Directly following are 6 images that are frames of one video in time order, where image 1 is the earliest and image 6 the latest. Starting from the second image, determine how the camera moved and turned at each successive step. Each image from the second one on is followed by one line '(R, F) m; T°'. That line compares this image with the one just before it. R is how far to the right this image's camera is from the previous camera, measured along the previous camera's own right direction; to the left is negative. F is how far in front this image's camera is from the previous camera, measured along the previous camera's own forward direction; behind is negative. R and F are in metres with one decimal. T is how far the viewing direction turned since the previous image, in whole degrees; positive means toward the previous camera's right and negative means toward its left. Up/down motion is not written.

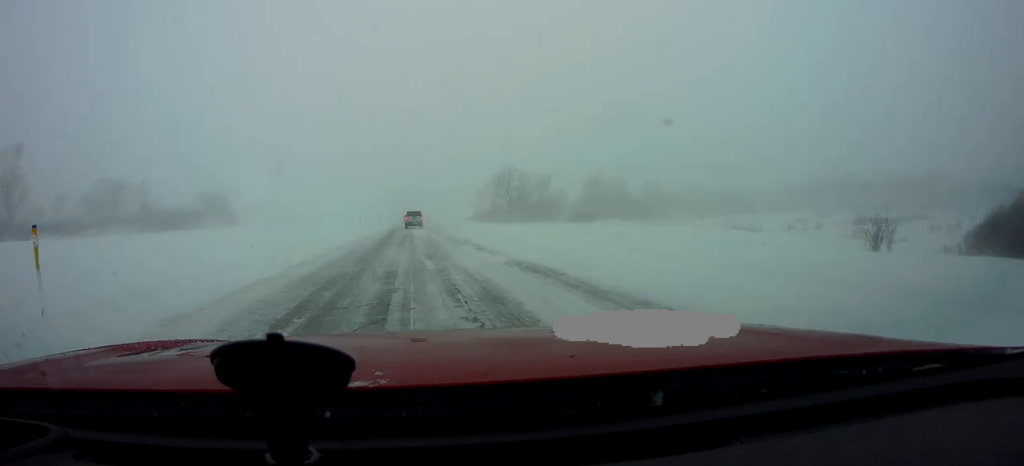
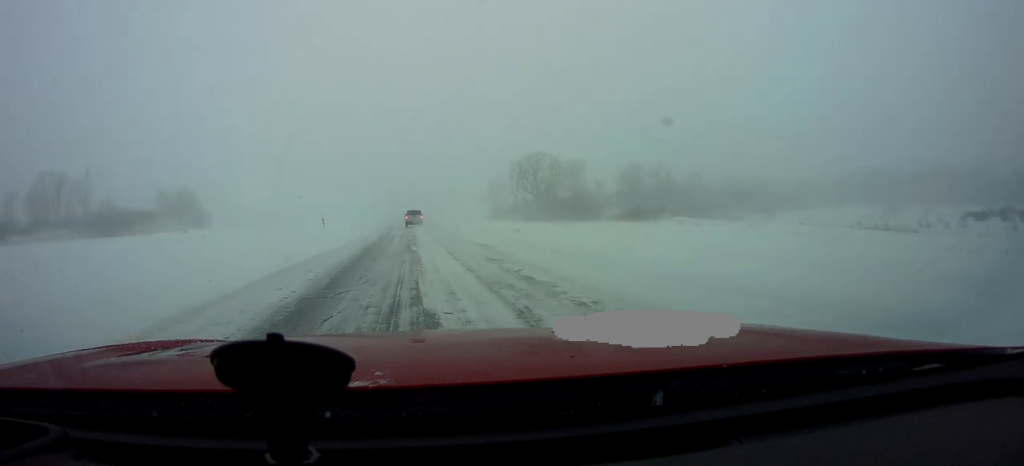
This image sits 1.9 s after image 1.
(-1.2, +29.6) m; -4°
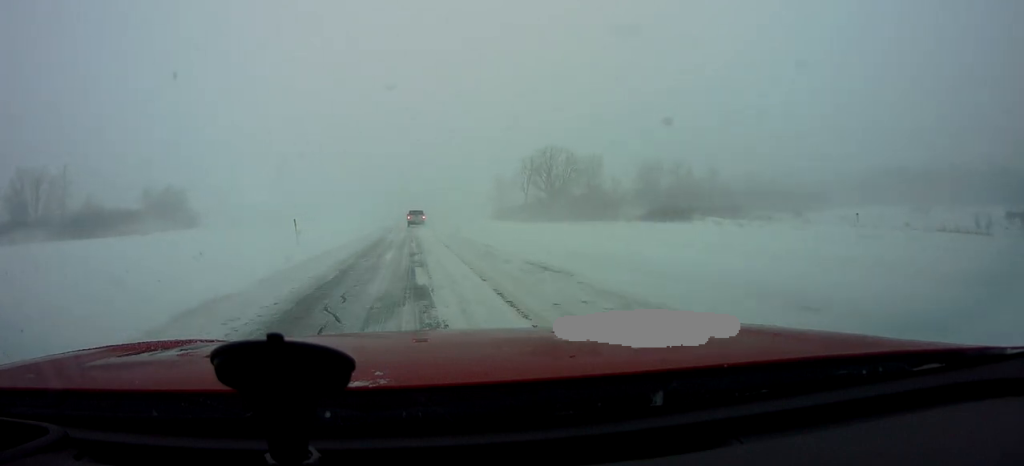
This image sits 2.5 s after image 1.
(-0.1, +10.1) m; +1°
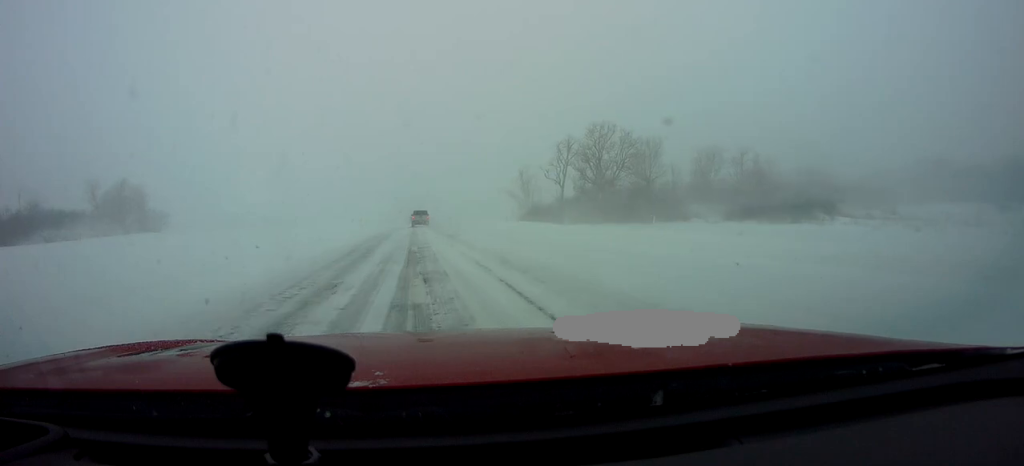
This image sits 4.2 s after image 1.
(+0.4, +26.5) m; 0°
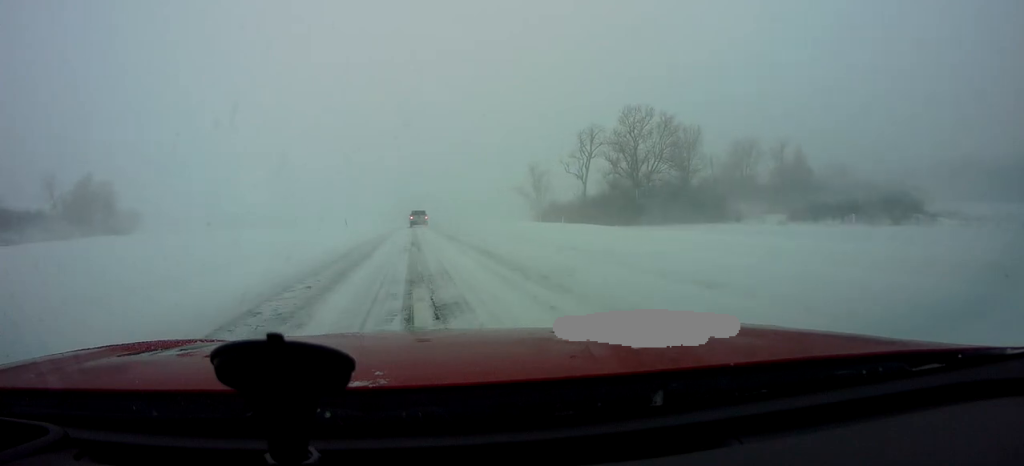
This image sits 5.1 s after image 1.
(-0.2, +13.9) m; 0°
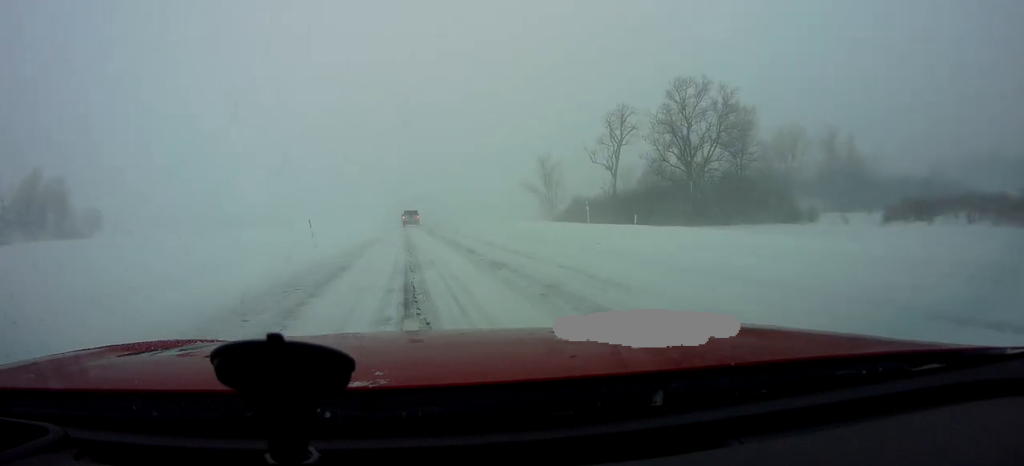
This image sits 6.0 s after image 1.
(+0.3, +15.6) m; +1°
